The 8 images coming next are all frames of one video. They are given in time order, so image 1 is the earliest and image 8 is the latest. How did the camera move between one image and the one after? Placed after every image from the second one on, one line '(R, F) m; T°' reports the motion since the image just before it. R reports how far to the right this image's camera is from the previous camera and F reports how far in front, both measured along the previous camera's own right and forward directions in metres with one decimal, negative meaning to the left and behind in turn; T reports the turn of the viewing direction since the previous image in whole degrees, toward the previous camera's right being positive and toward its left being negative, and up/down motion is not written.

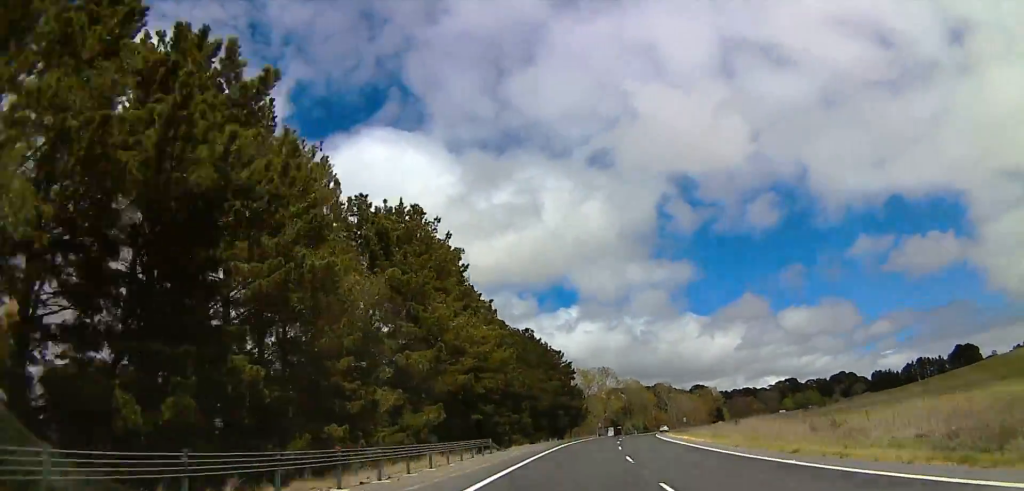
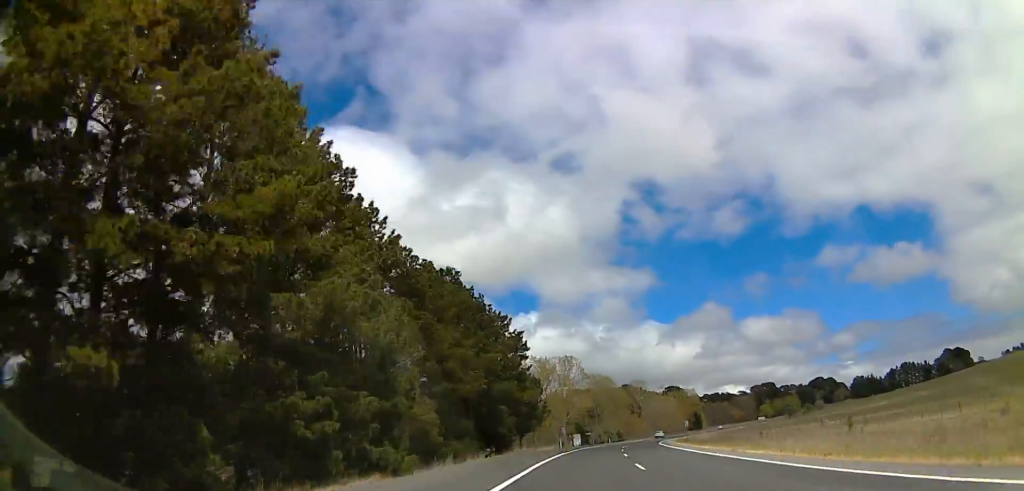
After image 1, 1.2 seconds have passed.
(0.0, +38.2) m; +1°
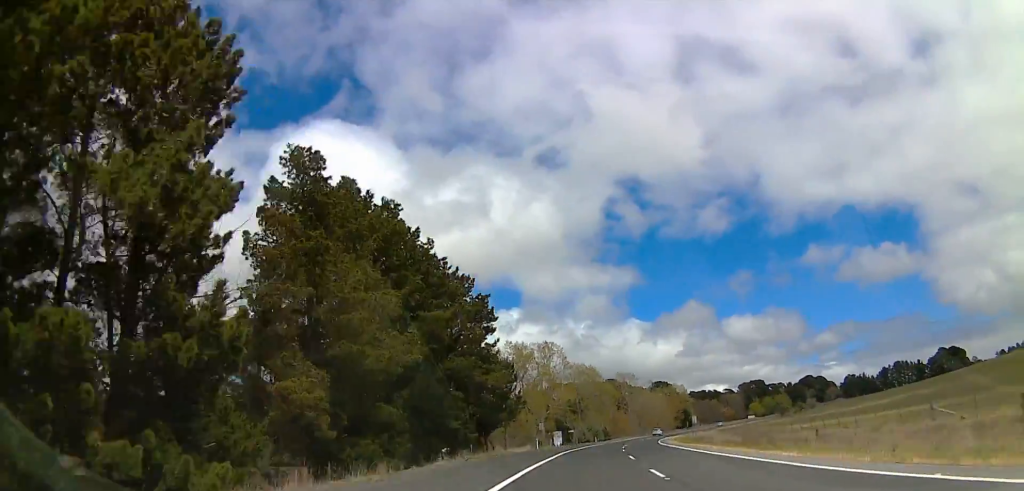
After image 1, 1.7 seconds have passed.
(-0.3, +17.0) m; +3°
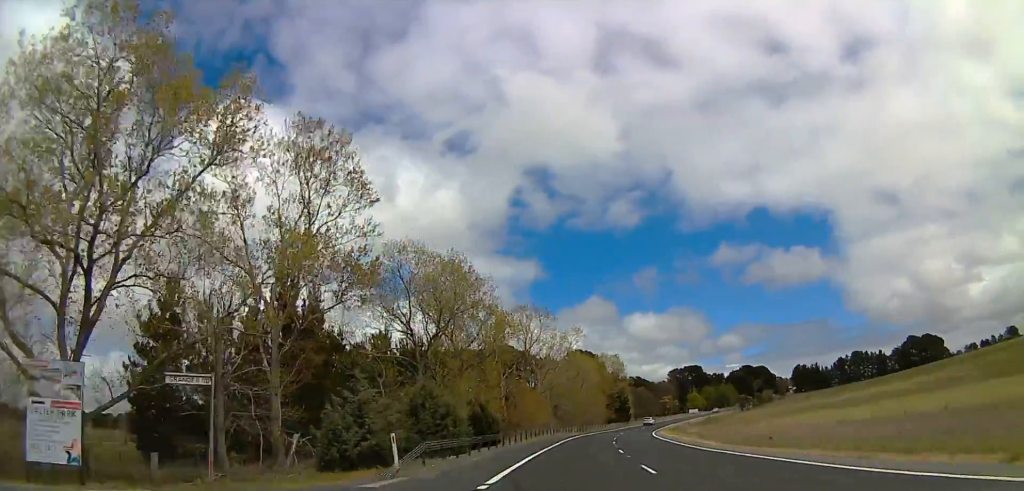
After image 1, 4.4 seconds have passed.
(+13.4, +83.3) m; +14°
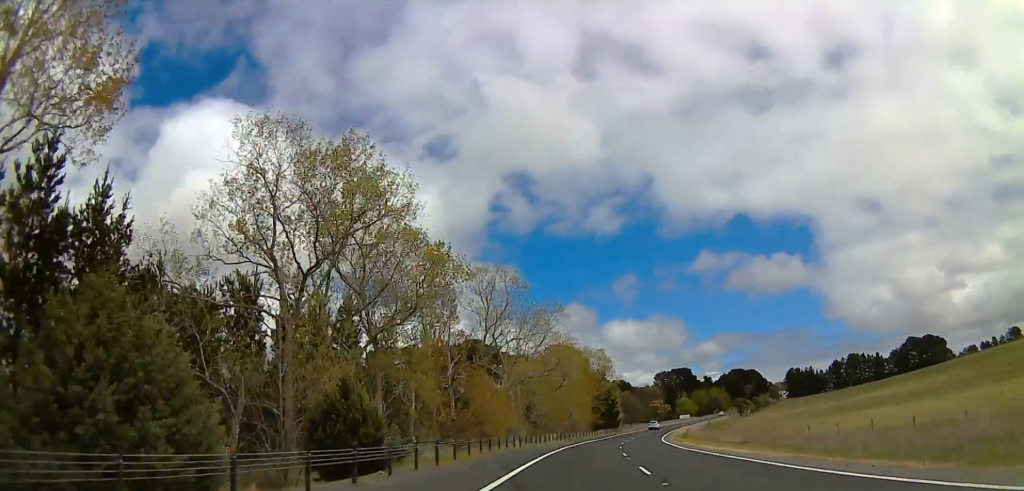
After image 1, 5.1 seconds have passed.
(0.0, +23.3) m; 0°
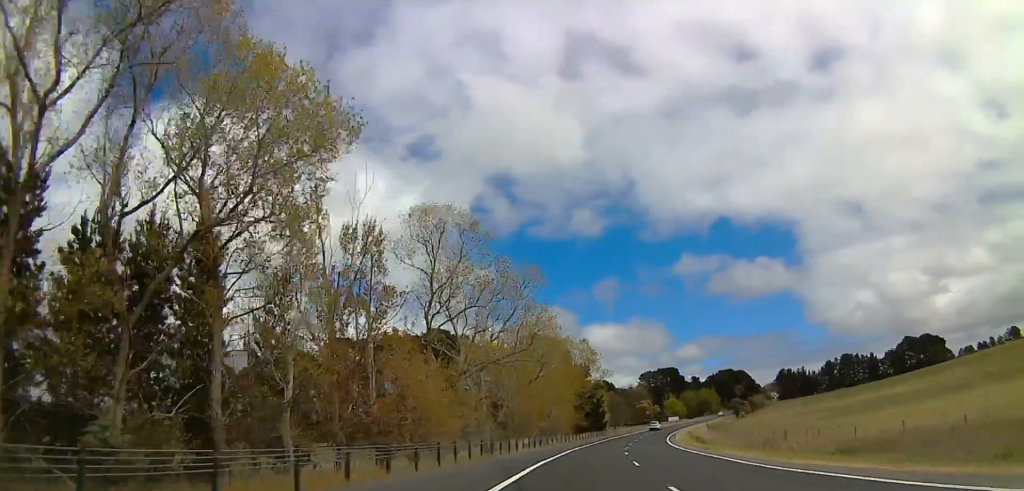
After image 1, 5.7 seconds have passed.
(0.0, +18.0) m; 0°
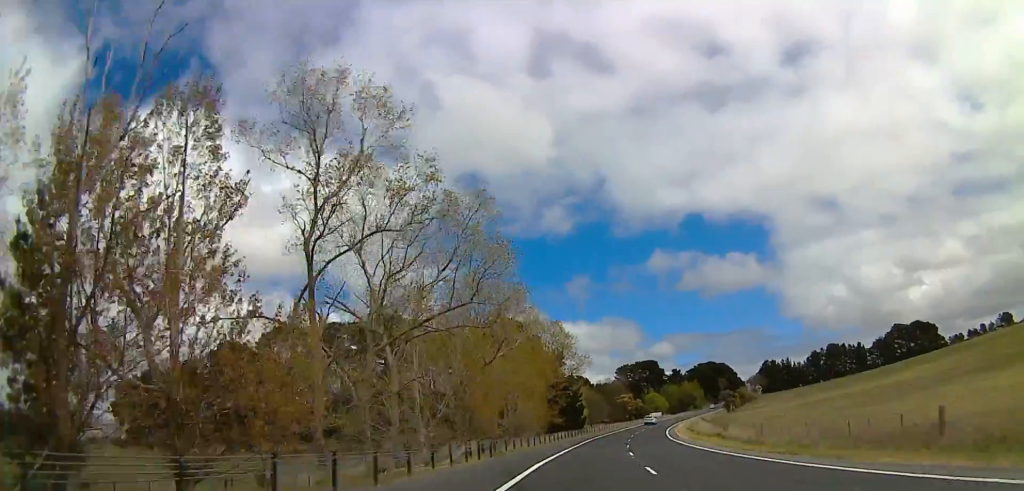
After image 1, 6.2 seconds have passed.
(0.0, +16.9) m; 0°
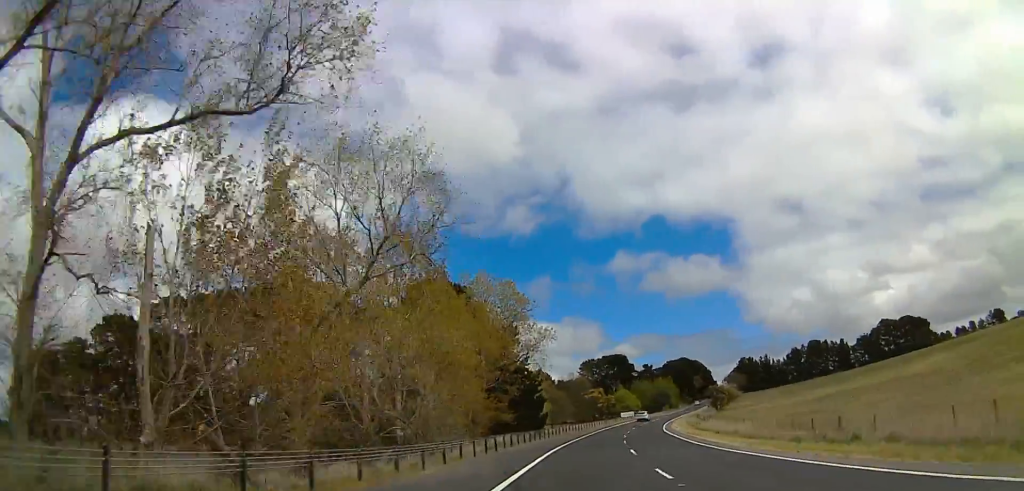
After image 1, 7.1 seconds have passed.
(0.0, +26.4) m; 0°
